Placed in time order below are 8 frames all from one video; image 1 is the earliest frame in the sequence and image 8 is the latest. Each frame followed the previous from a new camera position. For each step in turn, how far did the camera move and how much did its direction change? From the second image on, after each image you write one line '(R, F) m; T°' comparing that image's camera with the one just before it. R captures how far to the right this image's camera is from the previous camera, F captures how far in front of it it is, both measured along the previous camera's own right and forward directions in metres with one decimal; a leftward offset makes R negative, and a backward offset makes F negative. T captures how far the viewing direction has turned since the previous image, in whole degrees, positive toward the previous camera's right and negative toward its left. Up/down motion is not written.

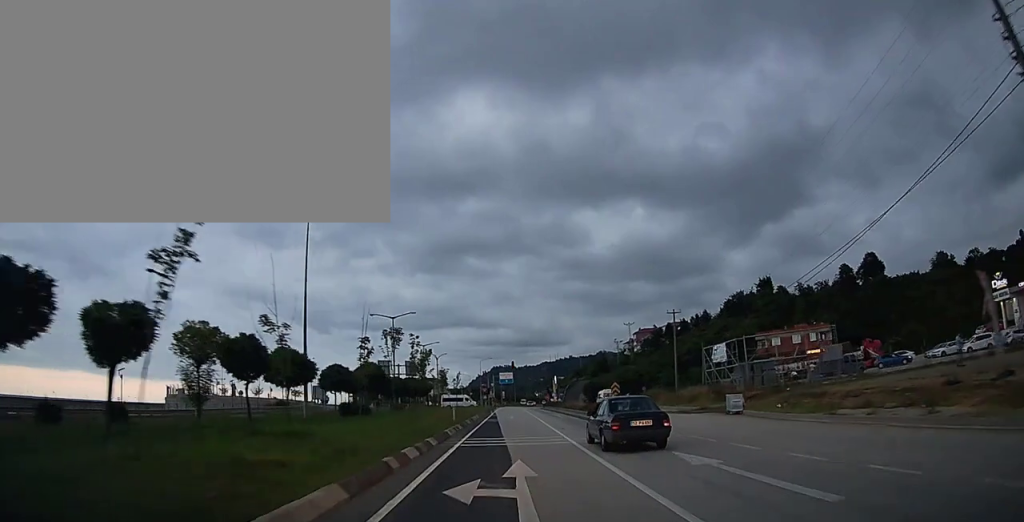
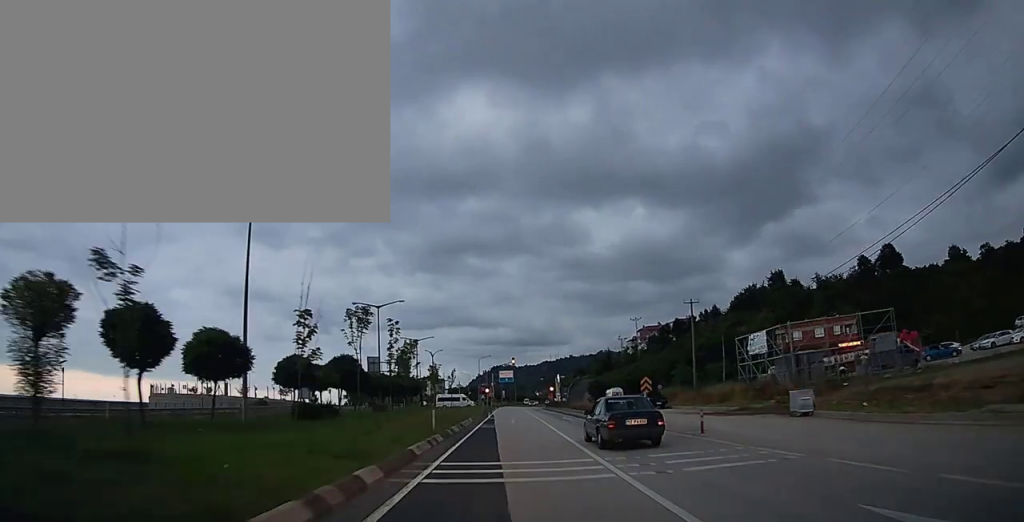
(-0.1, +7.7) m; 0°
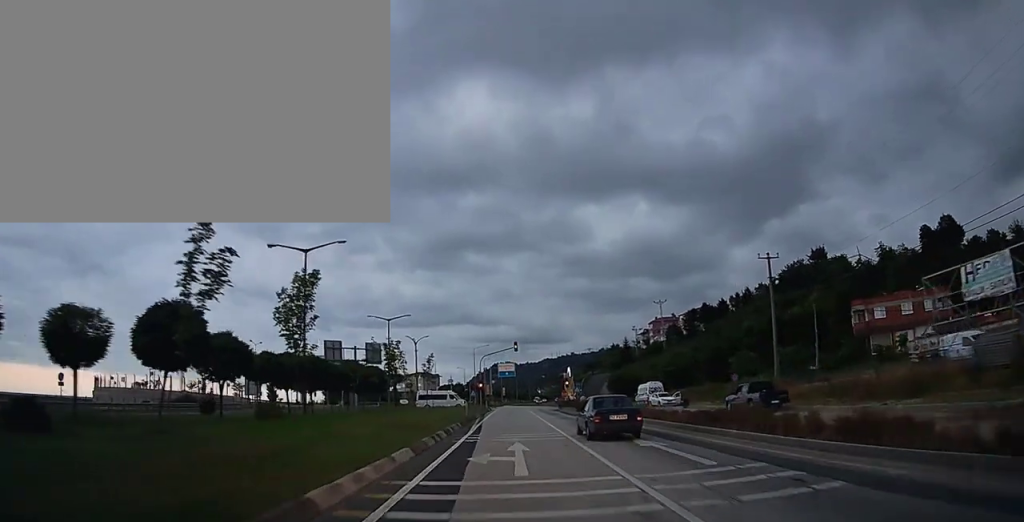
(-0.1, +22.3) m; +1°
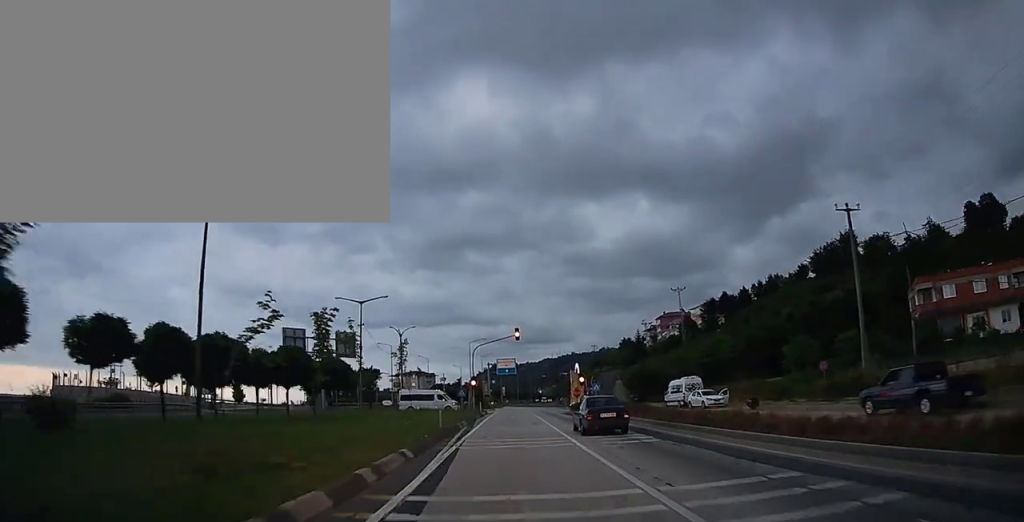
(+0.1, +13.3) m; +1°
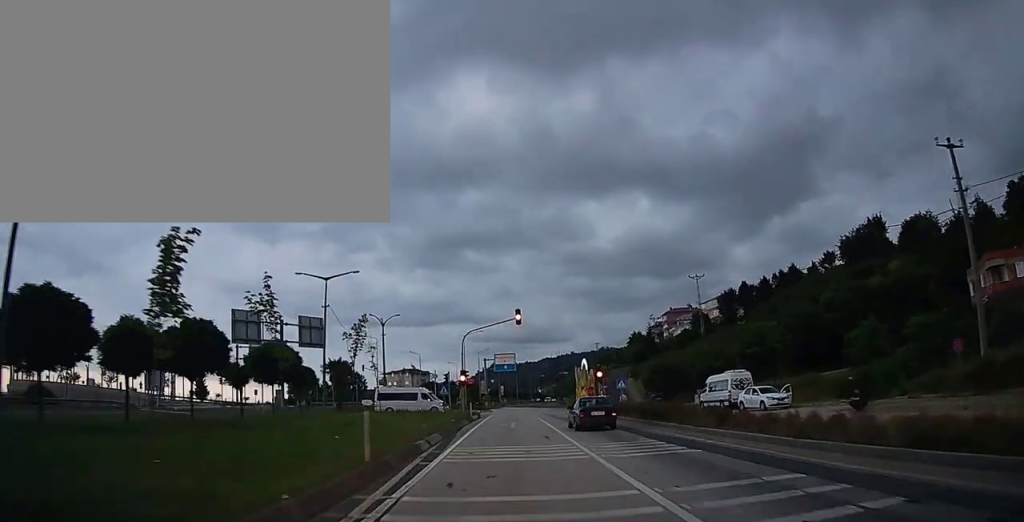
(+0.1, +11.1) m; 0°
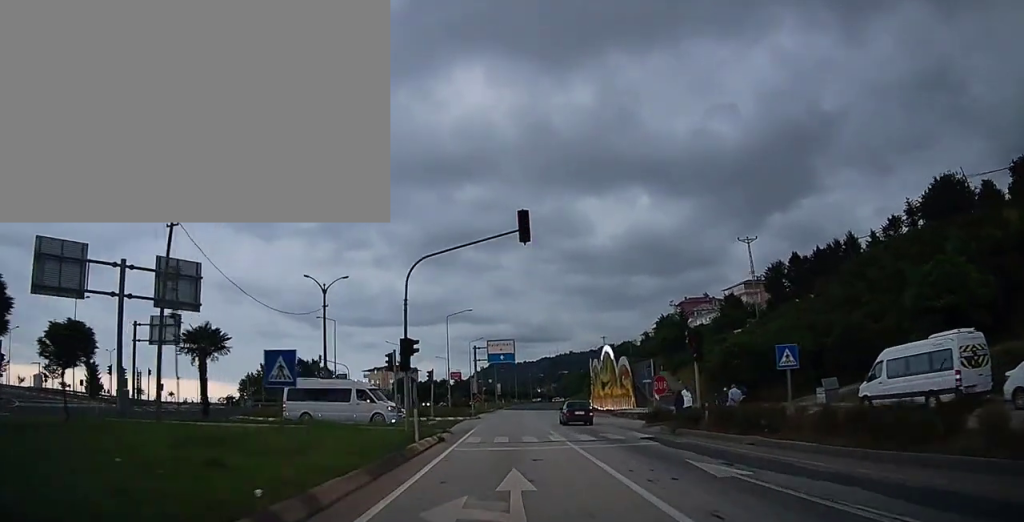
(-0.3, +22.7) m; -1°
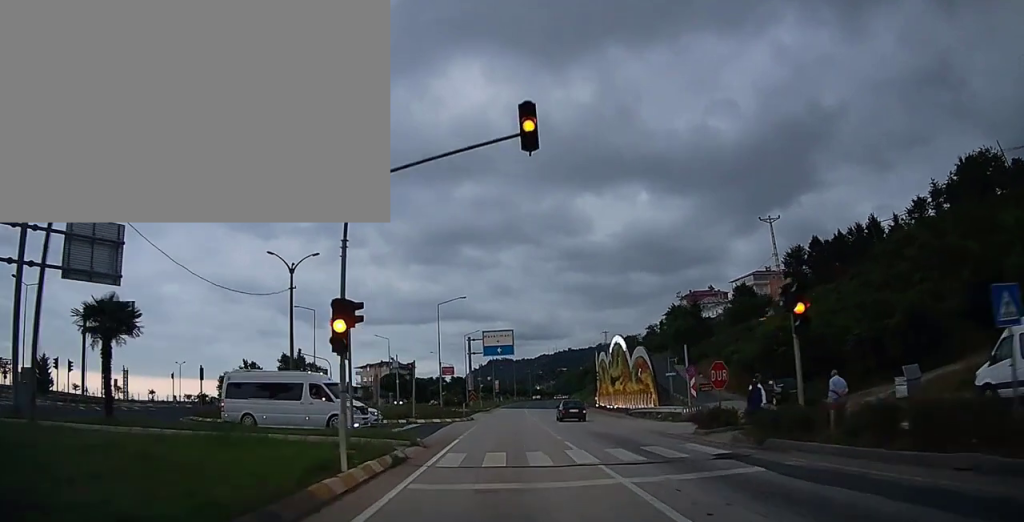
(0.0, +7.4) m; 0°
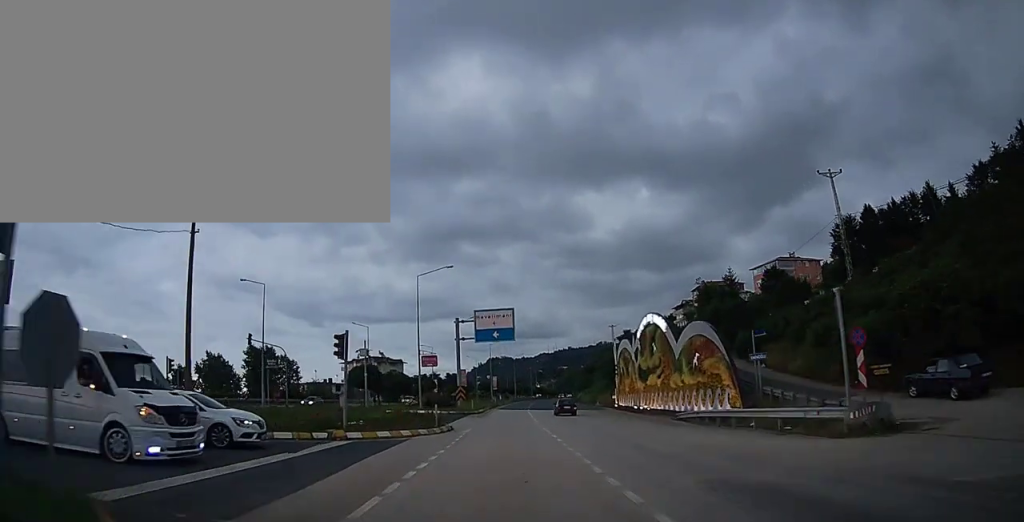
(+0.1, +14.6) m; 0°
